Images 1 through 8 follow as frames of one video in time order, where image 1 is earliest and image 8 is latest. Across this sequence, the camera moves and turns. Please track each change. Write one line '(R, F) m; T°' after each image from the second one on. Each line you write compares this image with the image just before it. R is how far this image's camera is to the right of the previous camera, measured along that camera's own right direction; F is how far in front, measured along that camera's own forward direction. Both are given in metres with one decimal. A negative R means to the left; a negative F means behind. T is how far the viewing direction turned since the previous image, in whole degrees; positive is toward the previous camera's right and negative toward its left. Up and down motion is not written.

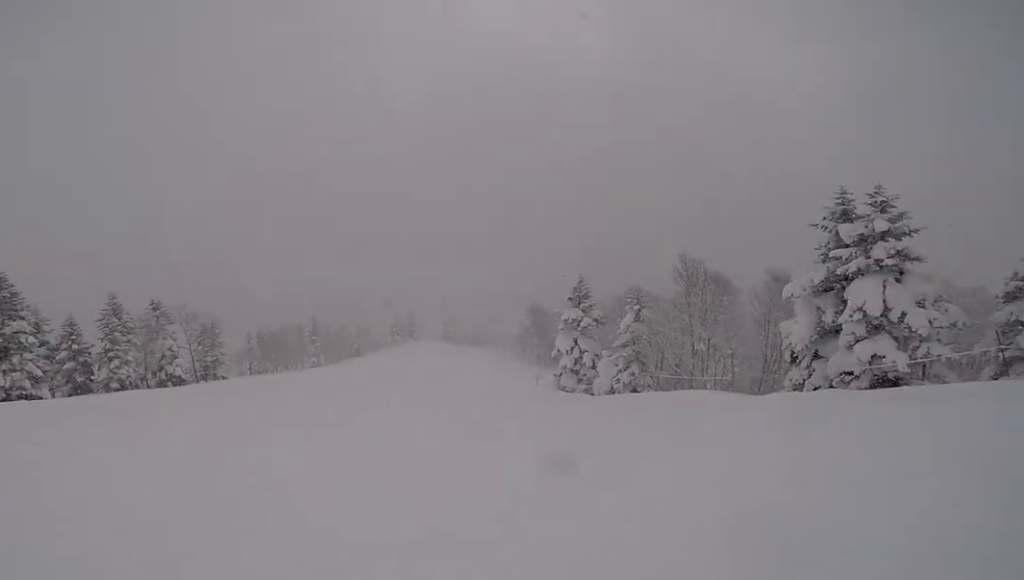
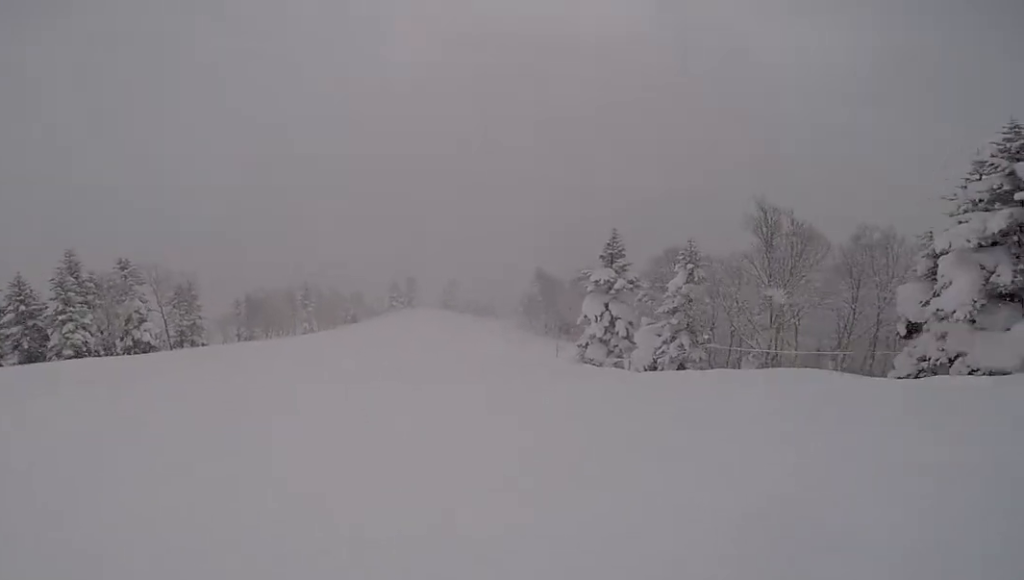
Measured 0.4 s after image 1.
(-0.2, +4.6) m; 0°
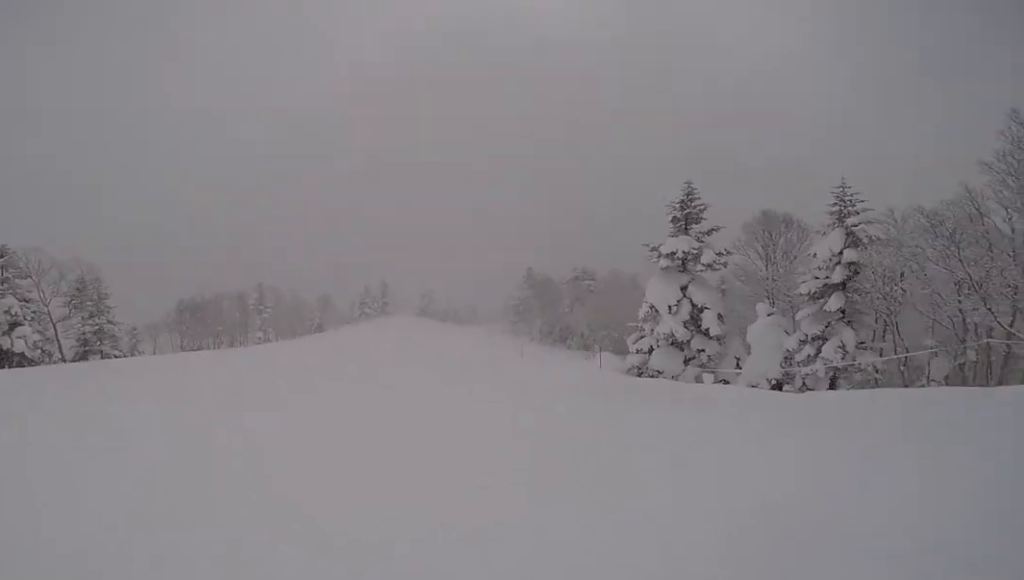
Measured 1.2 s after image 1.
(+1.0, +9.3) m; +1°
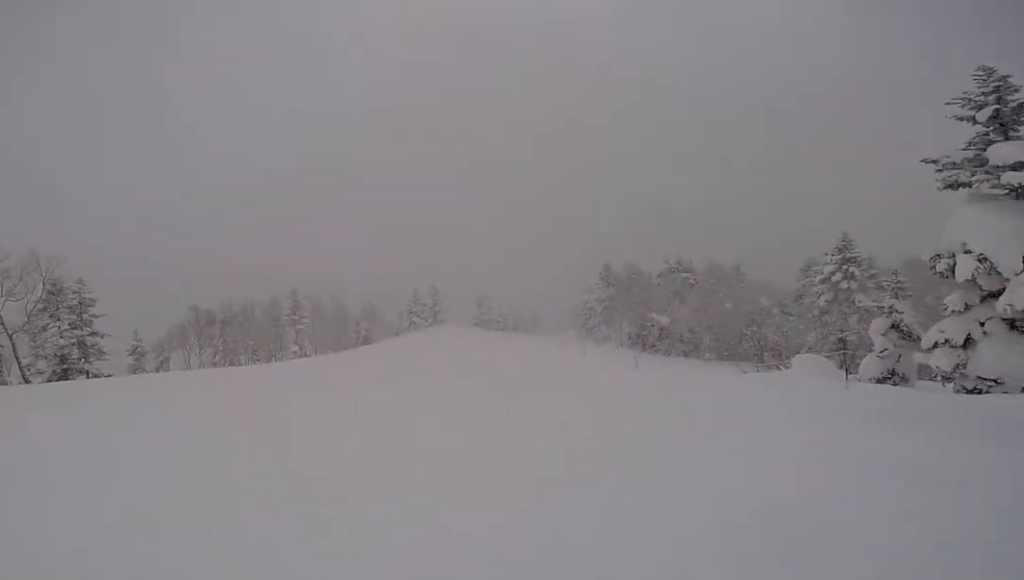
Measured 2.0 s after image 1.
(-0.7, +8.5) m; 0°
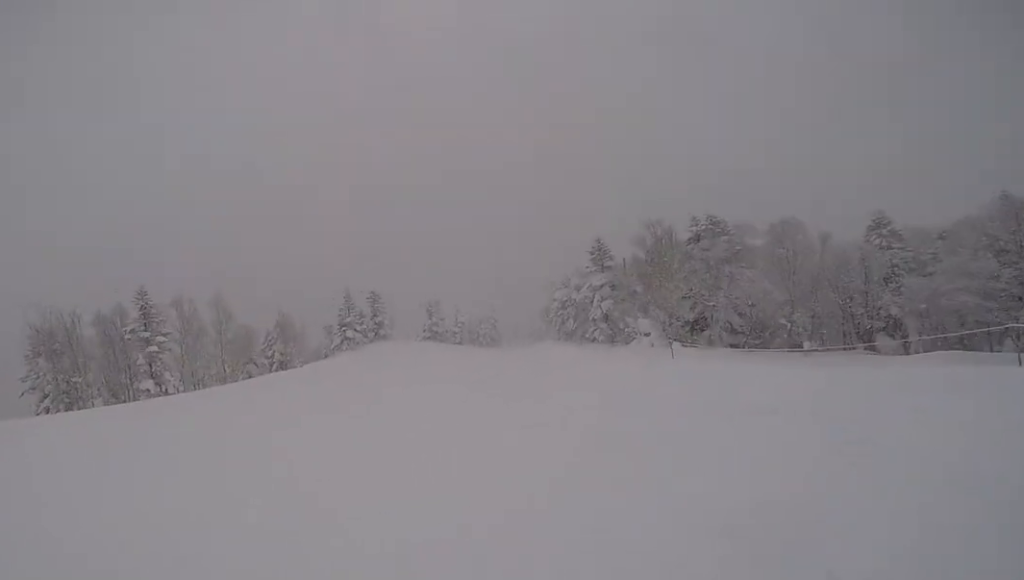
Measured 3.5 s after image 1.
(+0.9, +16.8) m; +7°
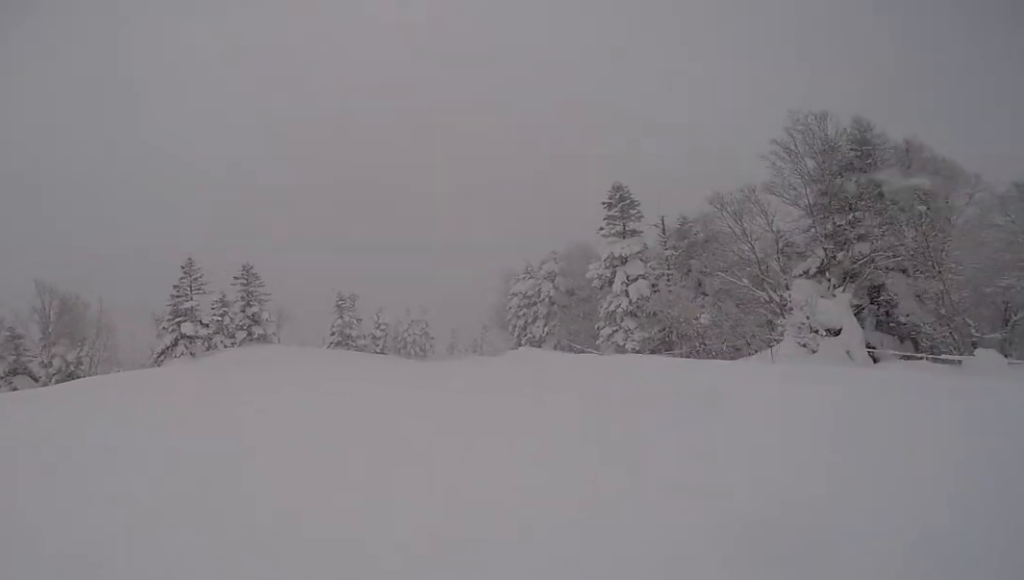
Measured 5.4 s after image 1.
(+2.1, +19.4) m; +6°
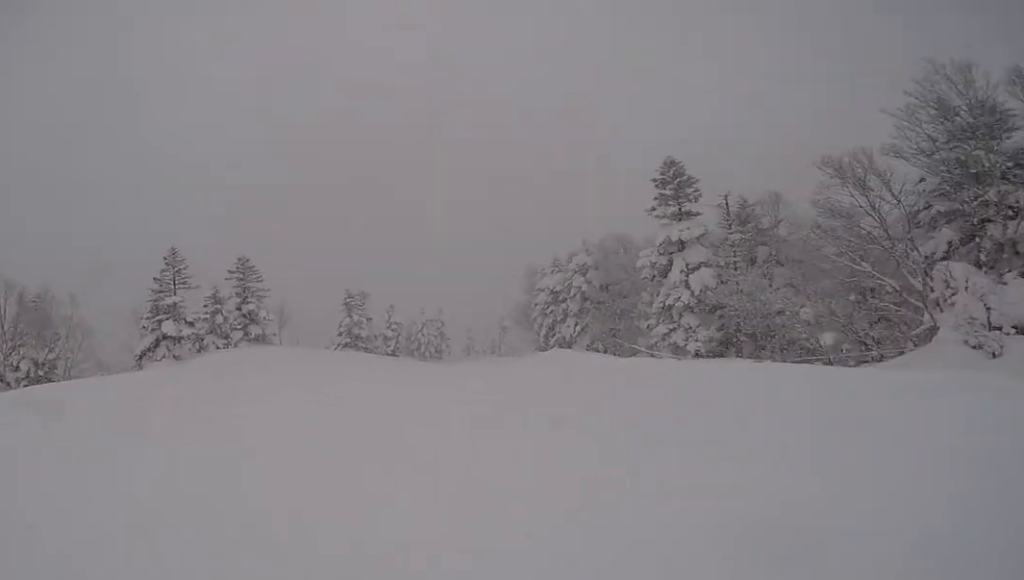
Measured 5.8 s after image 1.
(-0.5, +4.0) m; 0°
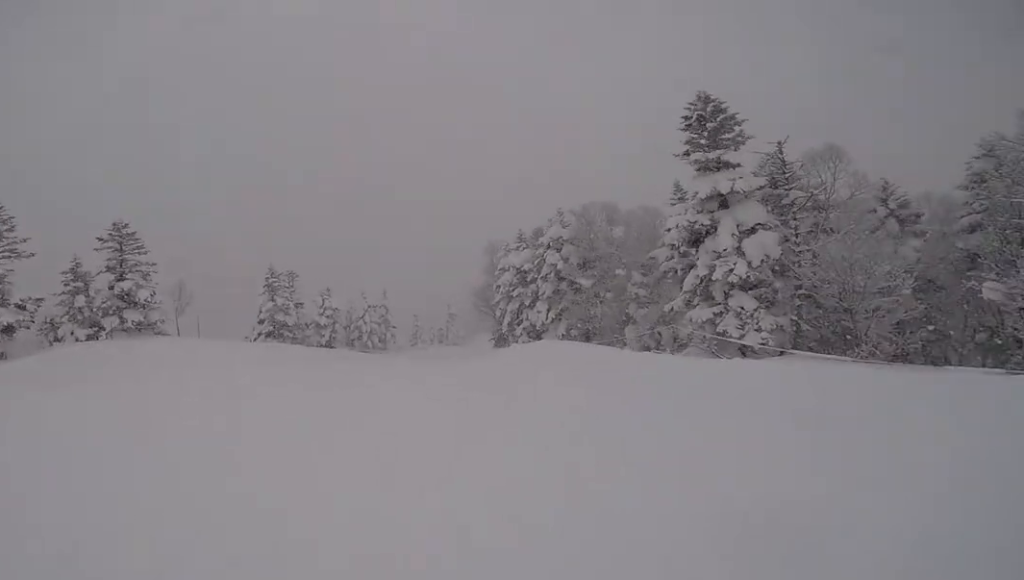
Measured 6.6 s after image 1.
(-0.2, +7.5) m; +2°
